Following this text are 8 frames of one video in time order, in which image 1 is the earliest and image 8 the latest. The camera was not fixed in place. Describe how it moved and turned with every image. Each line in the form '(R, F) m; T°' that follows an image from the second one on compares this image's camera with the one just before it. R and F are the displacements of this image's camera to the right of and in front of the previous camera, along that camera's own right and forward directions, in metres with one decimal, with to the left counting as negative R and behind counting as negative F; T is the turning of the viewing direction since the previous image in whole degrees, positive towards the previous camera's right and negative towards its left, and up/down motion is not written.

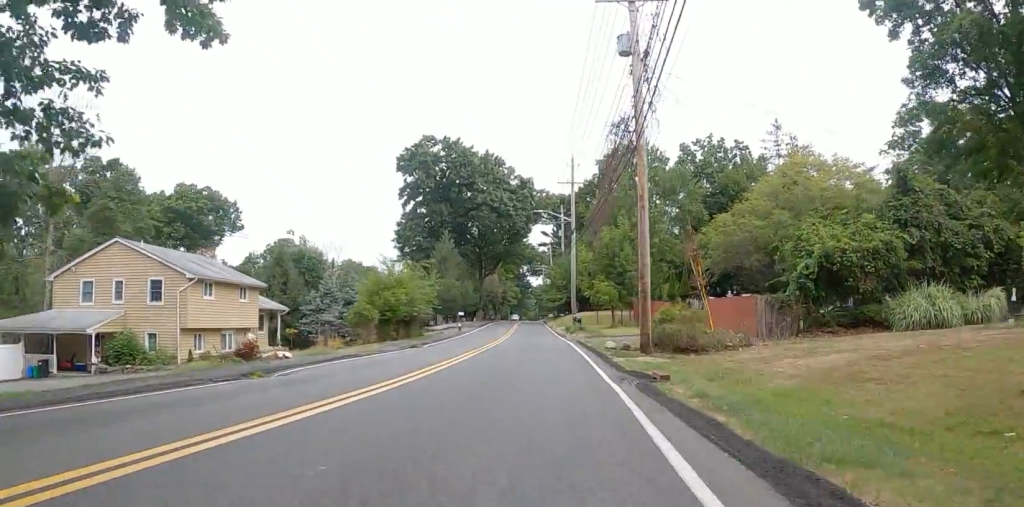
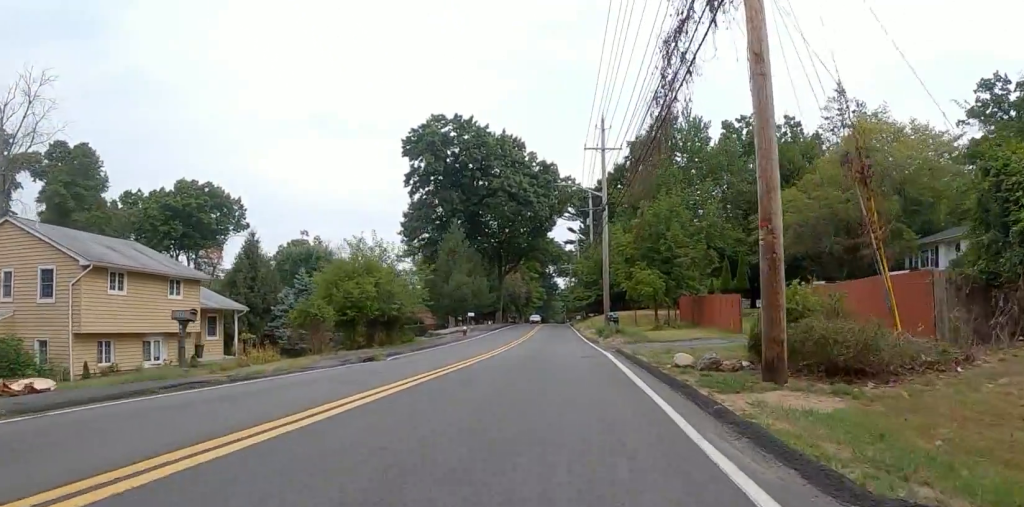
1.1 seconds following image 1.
(-0.1, +9.3) m; -6°
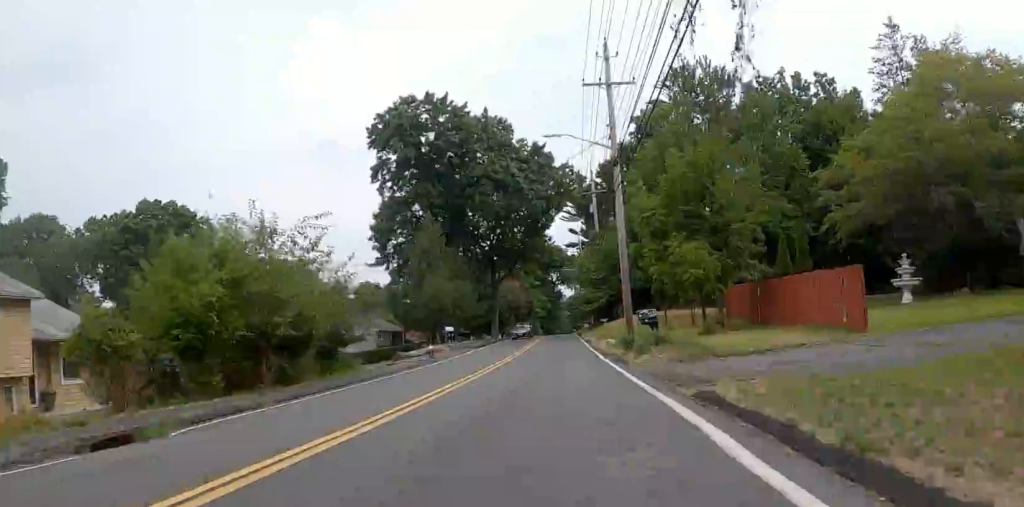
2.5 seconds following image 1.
(-0.9, +11.7) m; -6°
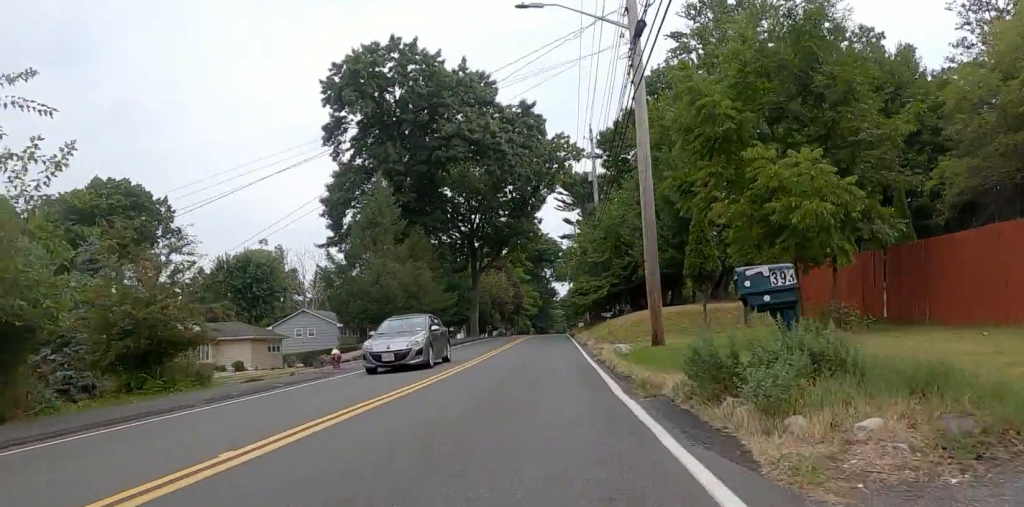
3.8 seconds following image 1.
(-0.4, +11.1) m; +4°
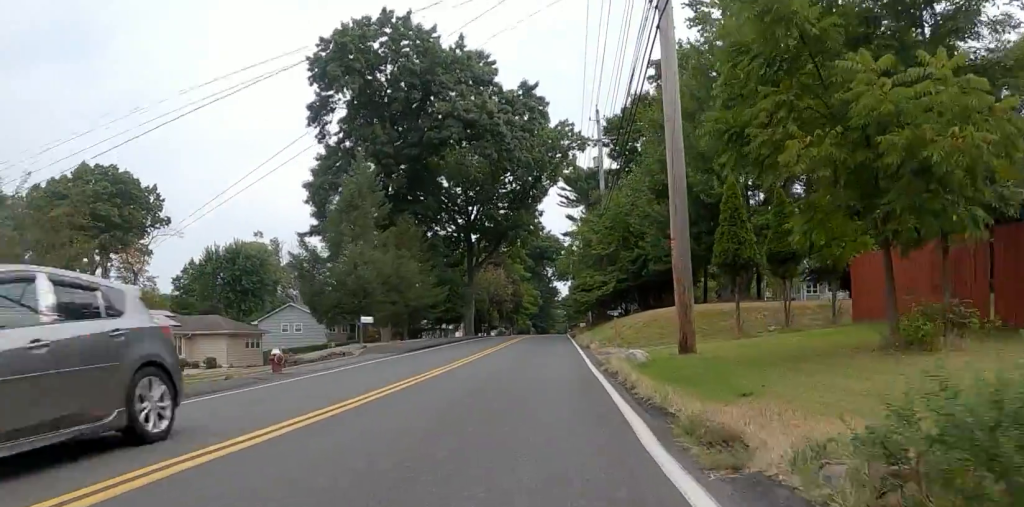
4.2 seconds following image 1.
(+0.6, +3.8) m; +1°
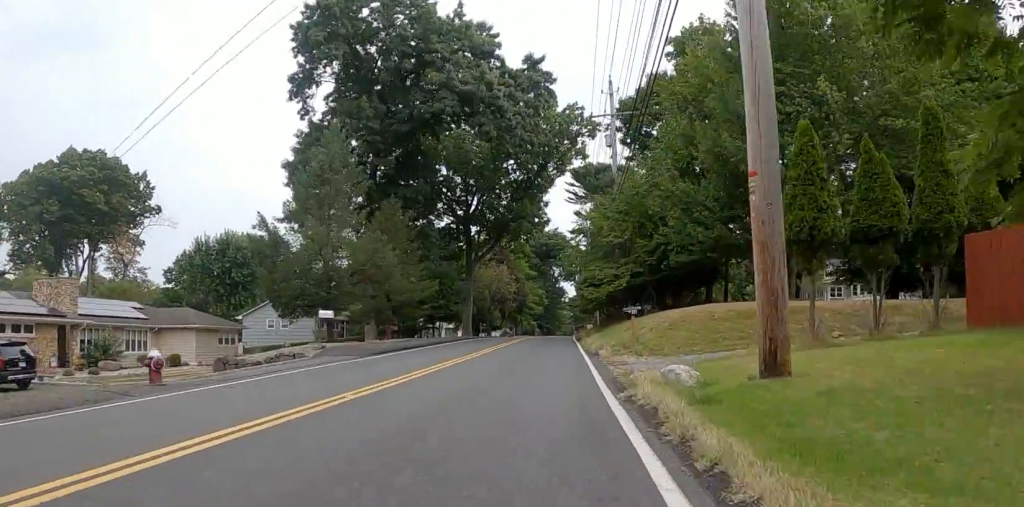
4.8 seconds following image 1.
(+0.5, +4.8) m; +1°
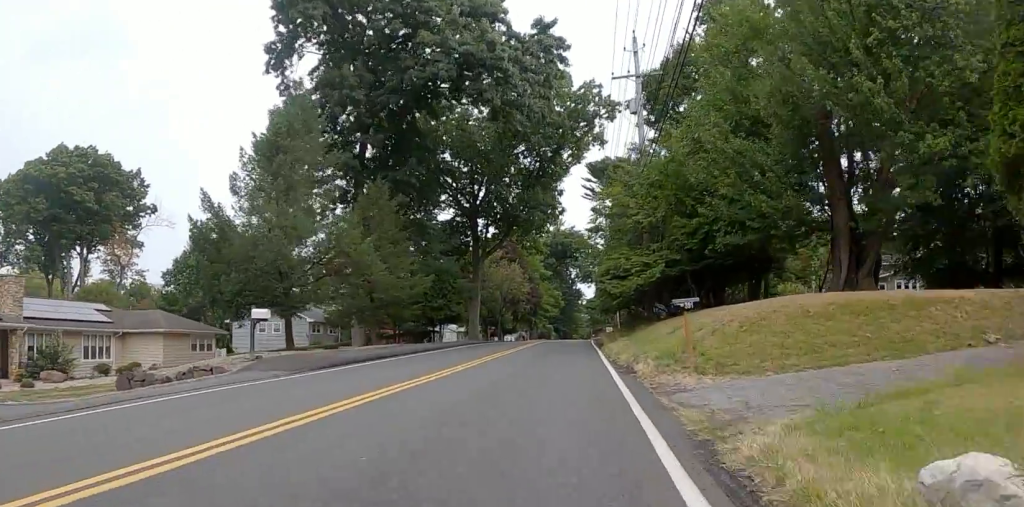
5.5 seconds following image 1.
(-0.5, +5.7) m; -4°
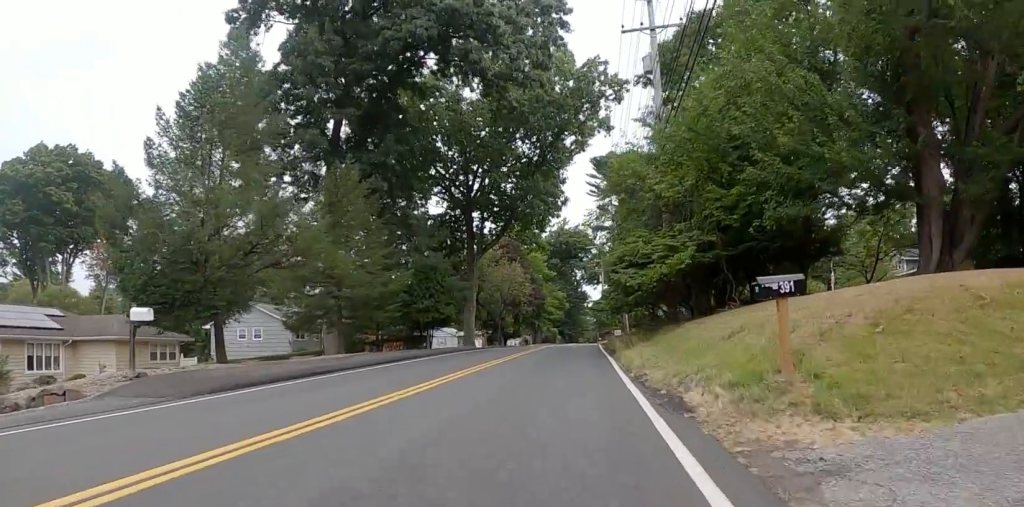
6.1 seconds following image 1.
(-0.1, +4.9) m; -1°
